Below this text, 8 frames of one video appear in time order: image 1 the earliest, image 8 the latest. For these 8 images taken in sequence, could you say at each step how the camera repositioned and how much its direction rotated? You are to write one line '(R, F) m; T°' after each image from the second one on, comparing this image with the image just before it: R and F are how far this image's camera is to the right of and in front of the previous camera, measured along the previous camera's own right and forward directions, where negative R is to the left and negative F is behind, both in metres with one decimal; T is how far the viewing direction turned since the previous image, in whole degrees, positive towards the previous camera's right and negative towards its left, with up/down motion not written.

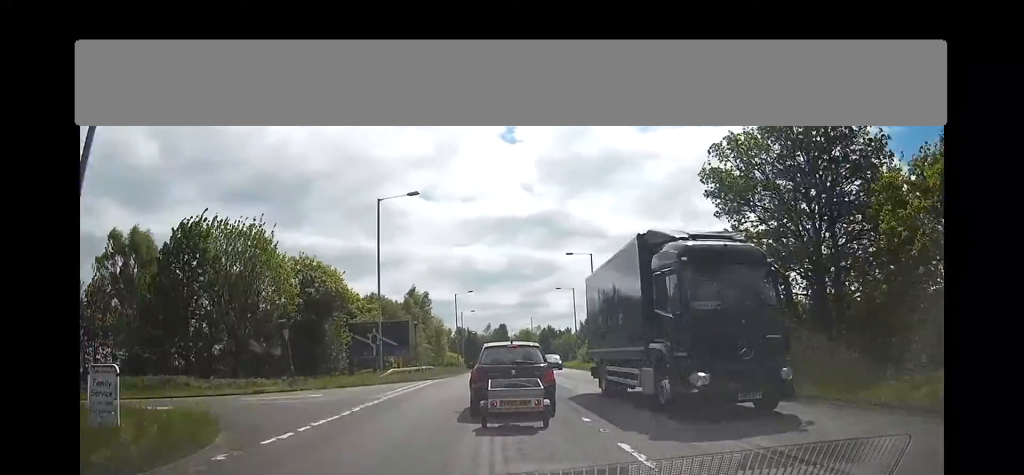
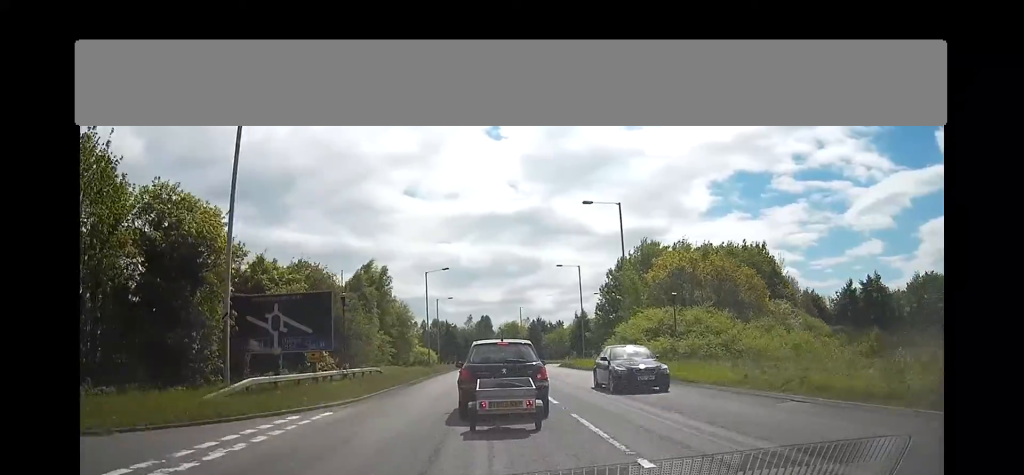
(+0.4, +22.3) m; +1°
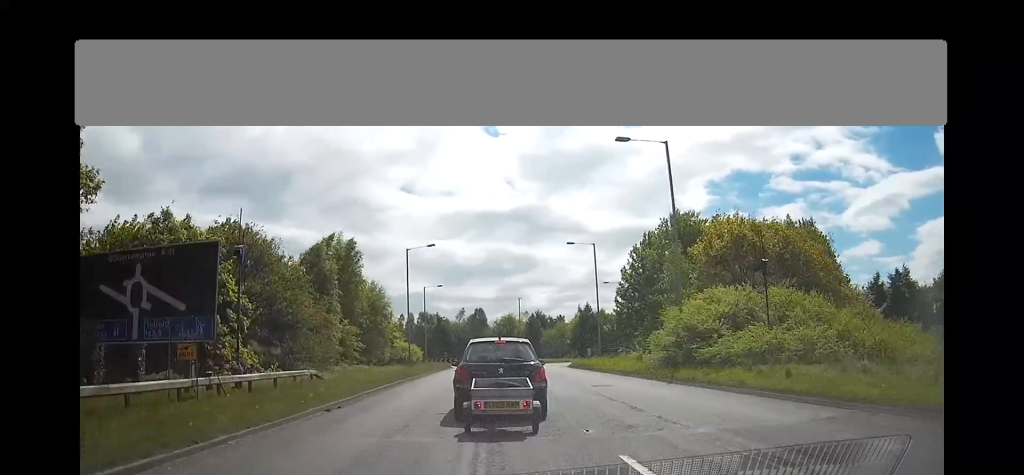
(0.0, +13.9) m; 0°
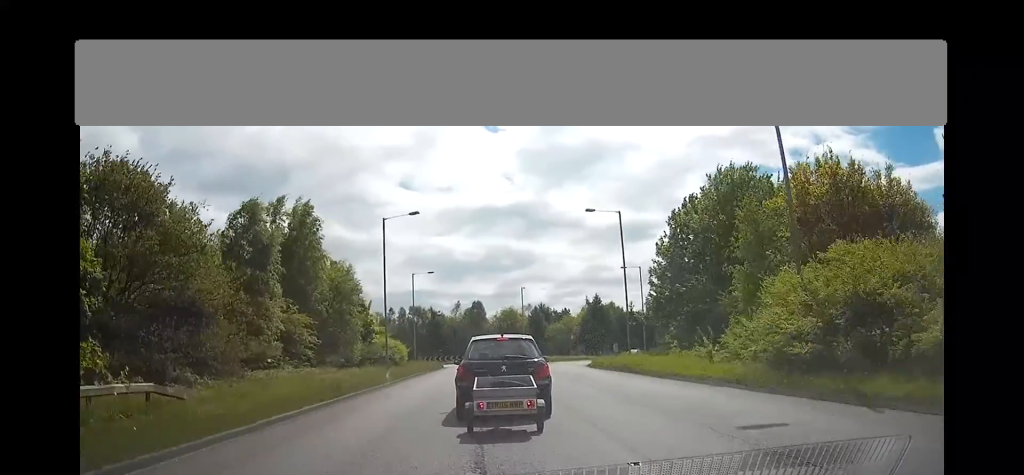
(0.0, +13.4) m; 0°
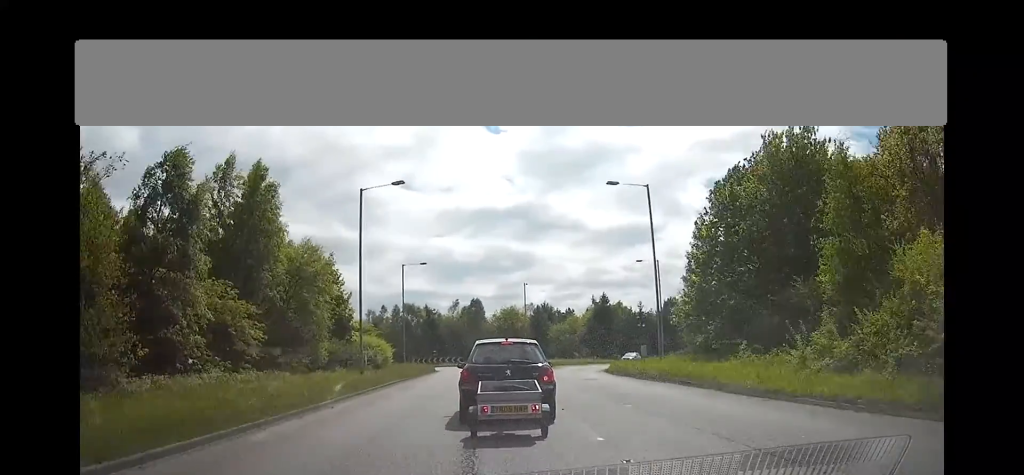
(0.0, +9.1) m; 0°
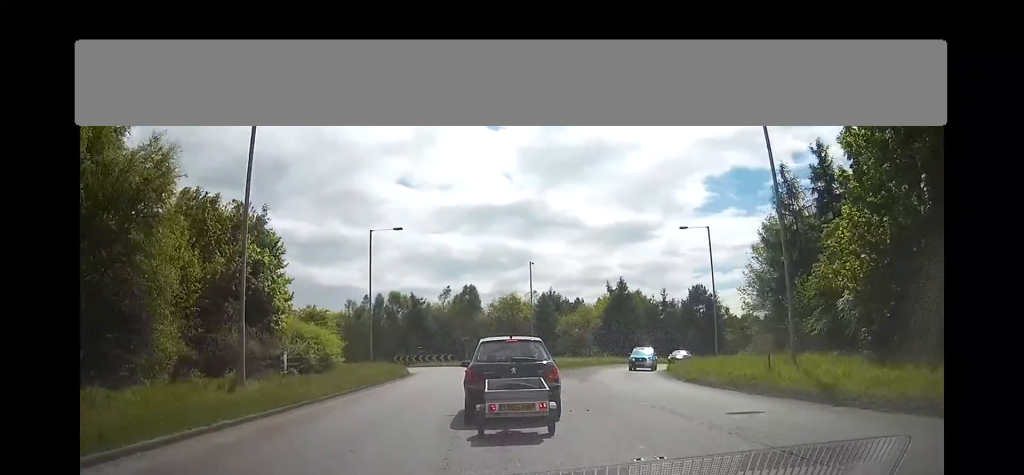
(0.0, +18.9) m; 0°
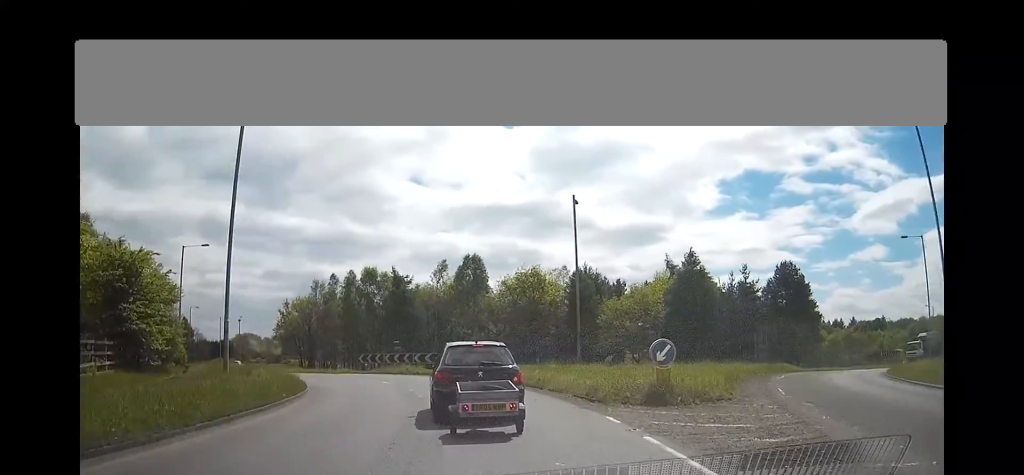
(0.0, +31.2) m; 0°
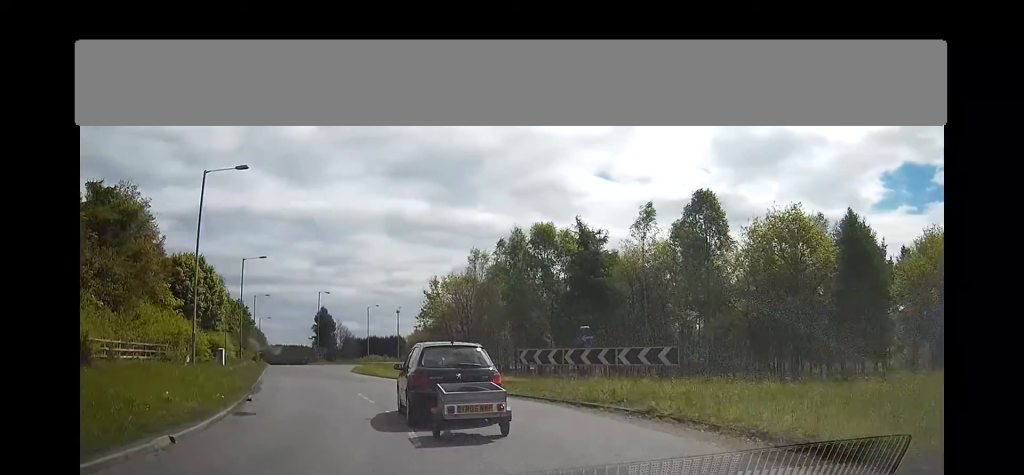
(0.0, +28.2) m; -7°
